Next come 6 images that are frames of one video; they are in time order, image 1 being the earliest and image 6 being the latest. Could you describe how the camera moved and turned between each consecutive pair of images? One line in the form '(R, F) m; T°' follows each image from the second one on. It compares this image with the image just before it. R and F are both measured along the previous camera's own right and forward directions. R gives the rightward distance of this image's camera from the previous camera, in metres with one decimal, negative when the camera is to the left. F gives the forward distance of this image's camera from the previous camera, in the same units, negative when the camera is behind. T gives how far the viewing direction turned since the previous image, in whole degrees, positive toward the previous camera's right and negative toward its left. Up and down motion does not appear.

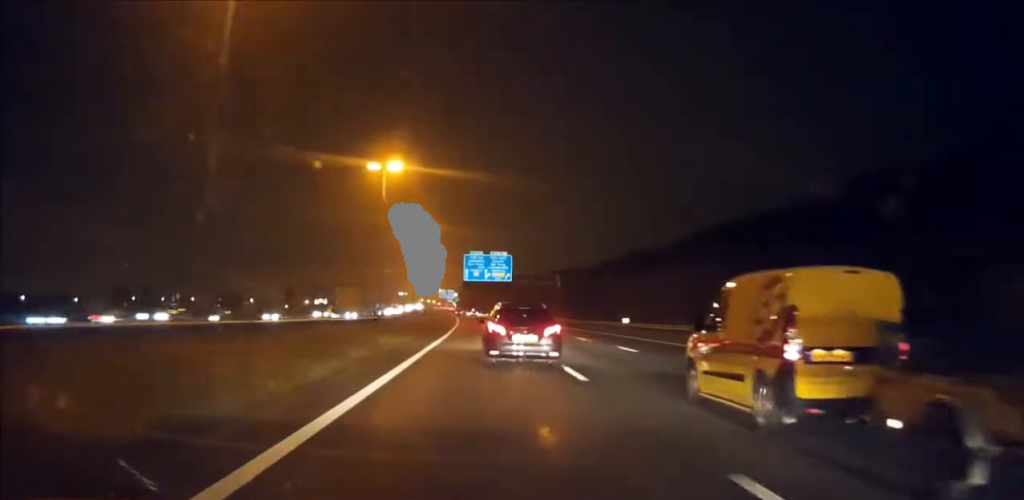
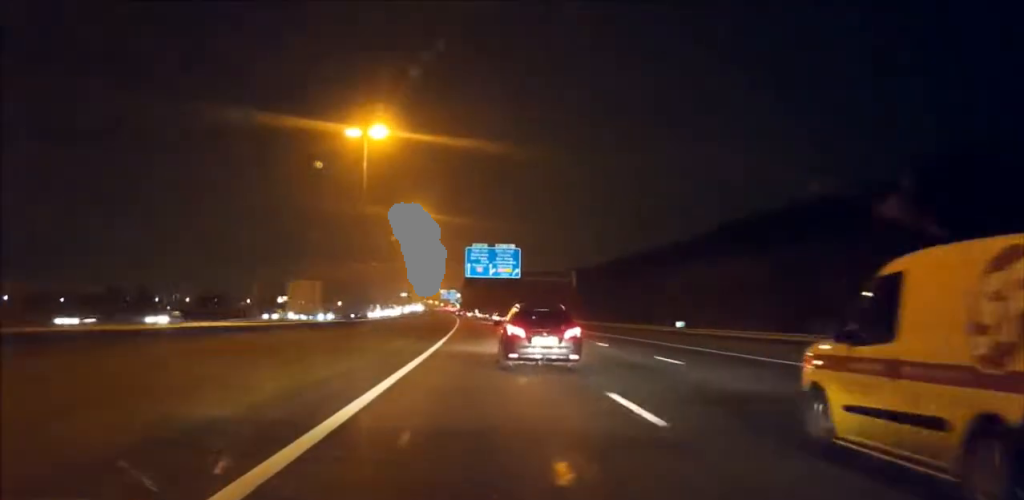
(0.0, +17.5) m; 0°
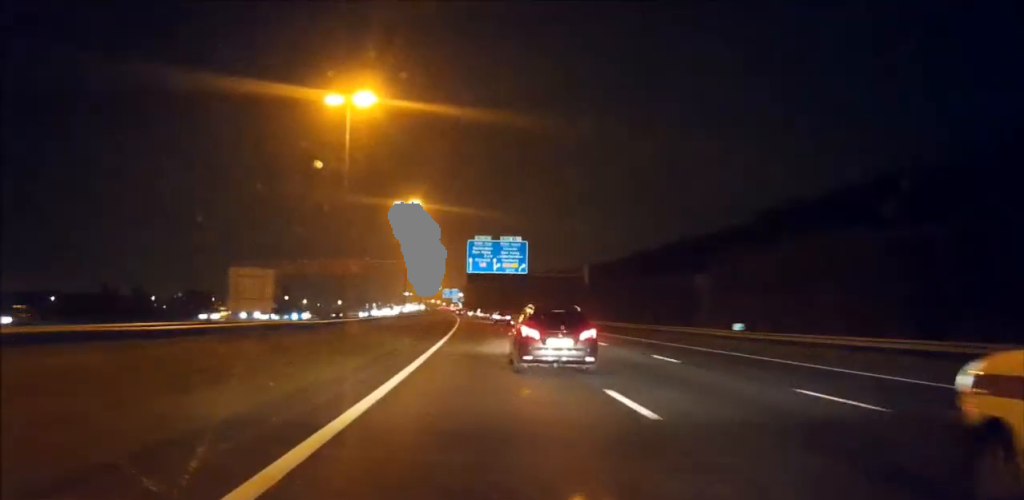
(-0.1, +11.3) m; 0°
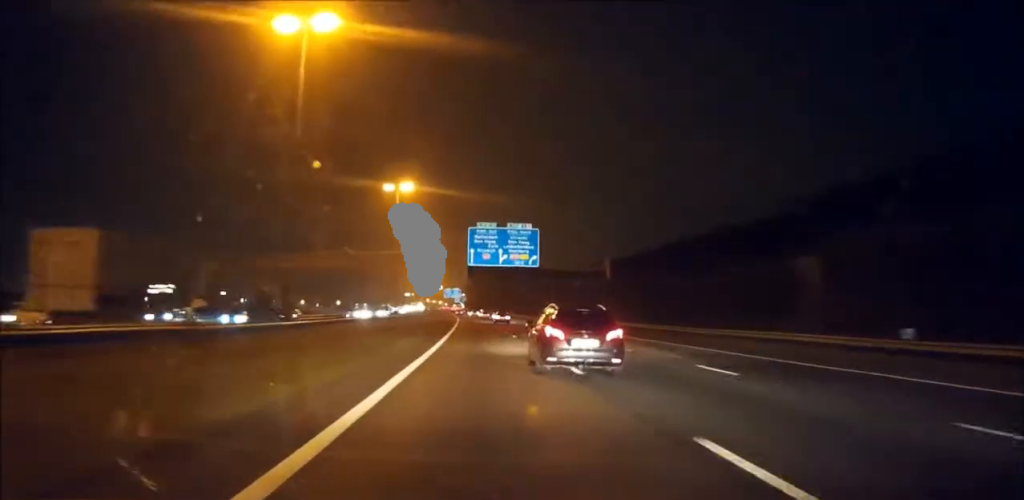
(0.0, +17.1) m; -1°
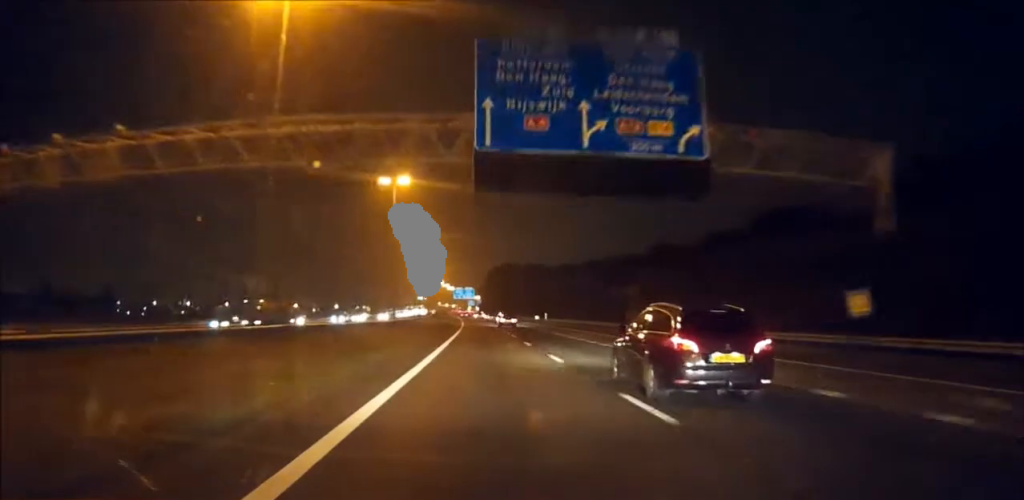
(-0.6, +67.2) m; -1°
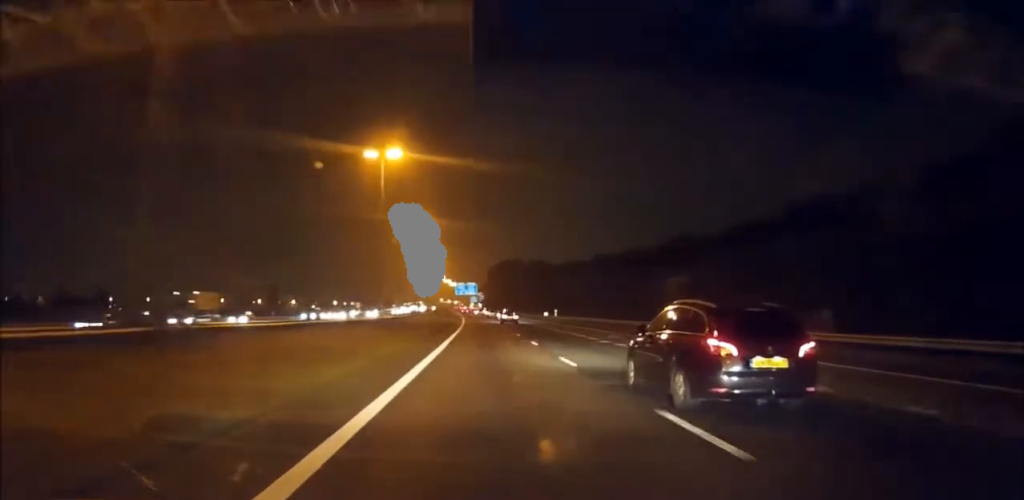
(-0.1, +14.3) m; 0°
